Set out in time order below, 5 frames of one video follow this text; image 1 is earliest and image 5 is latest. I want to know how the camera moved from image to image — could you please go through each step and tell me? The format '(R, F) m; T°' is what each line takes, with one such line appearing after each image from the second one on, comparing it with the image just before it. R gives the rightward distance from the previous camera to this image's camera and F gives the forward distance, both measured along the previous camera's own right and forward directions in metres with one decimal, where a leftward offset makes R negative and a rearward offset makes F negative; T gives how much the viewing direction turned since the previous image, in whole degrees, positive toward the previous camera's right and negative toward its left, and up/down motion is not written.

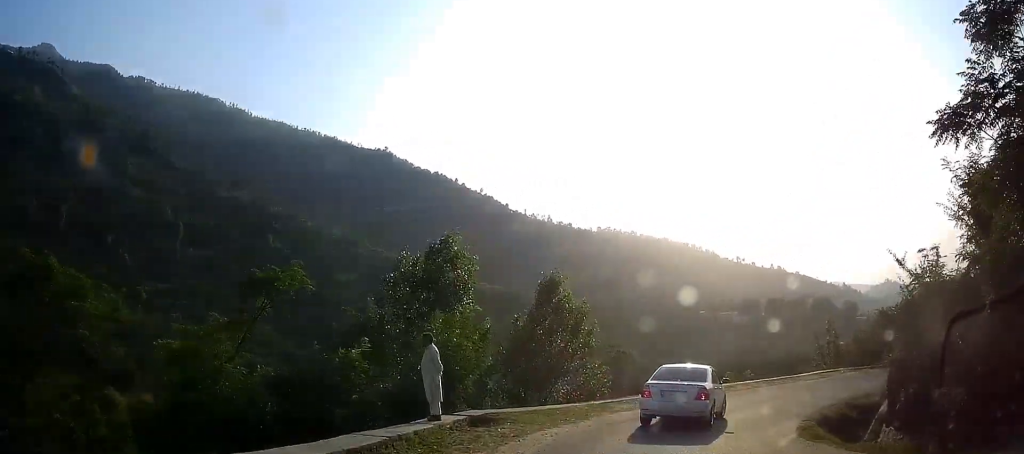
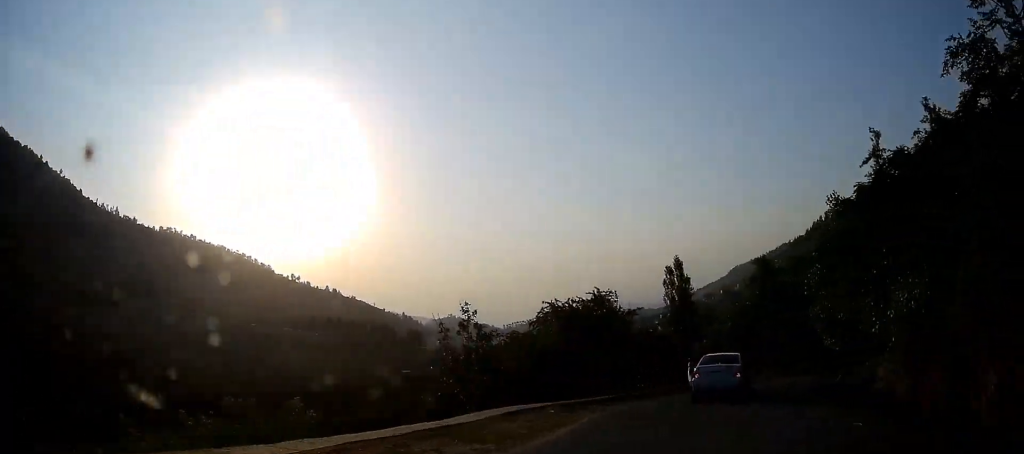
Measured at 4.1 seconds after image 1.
(+6.8, +22.9) m; +40°
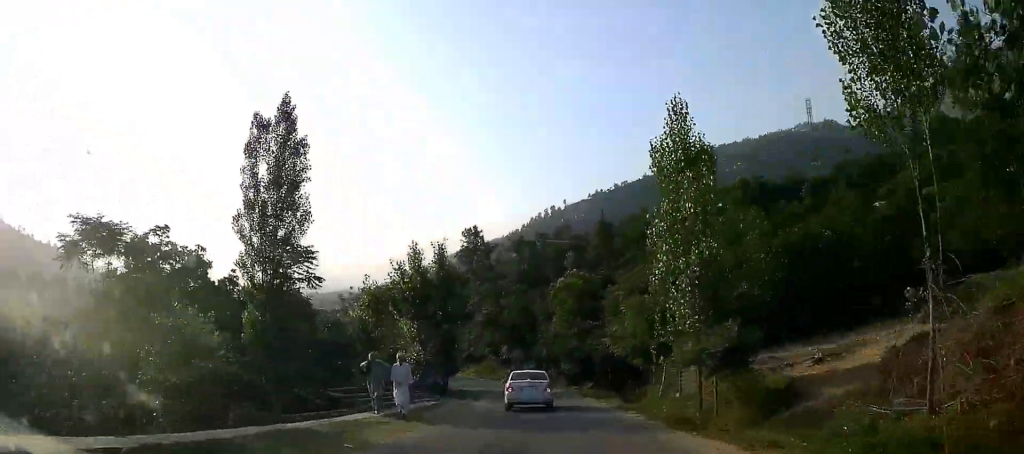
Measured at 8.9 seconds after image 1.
(+12.8, +29.6) m; +33°
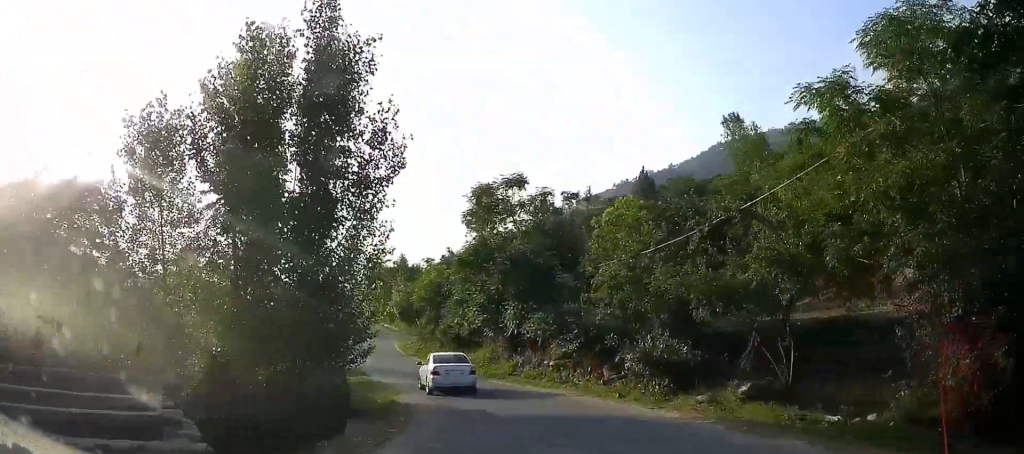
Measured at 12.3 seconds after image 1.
(+0.5, +26.2) m; -3°
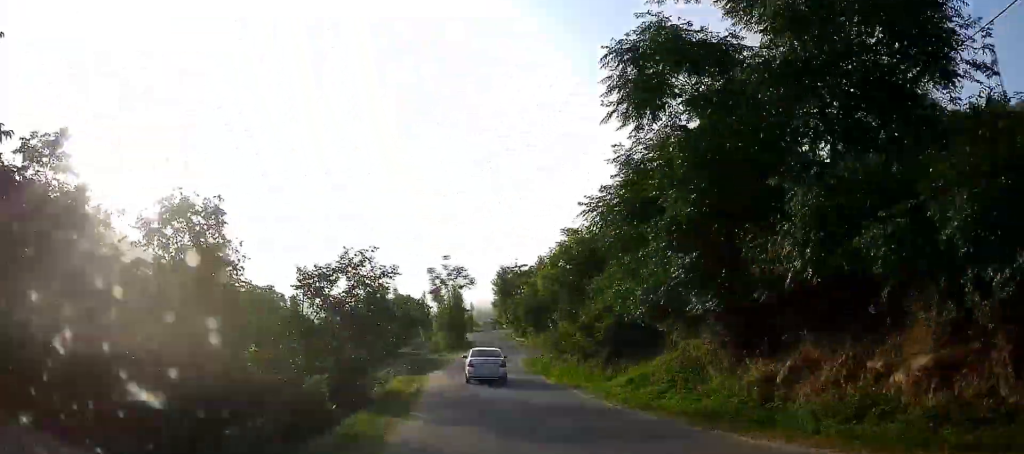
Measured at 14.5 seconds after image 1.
(-1.3, +18.7) m; -10°
